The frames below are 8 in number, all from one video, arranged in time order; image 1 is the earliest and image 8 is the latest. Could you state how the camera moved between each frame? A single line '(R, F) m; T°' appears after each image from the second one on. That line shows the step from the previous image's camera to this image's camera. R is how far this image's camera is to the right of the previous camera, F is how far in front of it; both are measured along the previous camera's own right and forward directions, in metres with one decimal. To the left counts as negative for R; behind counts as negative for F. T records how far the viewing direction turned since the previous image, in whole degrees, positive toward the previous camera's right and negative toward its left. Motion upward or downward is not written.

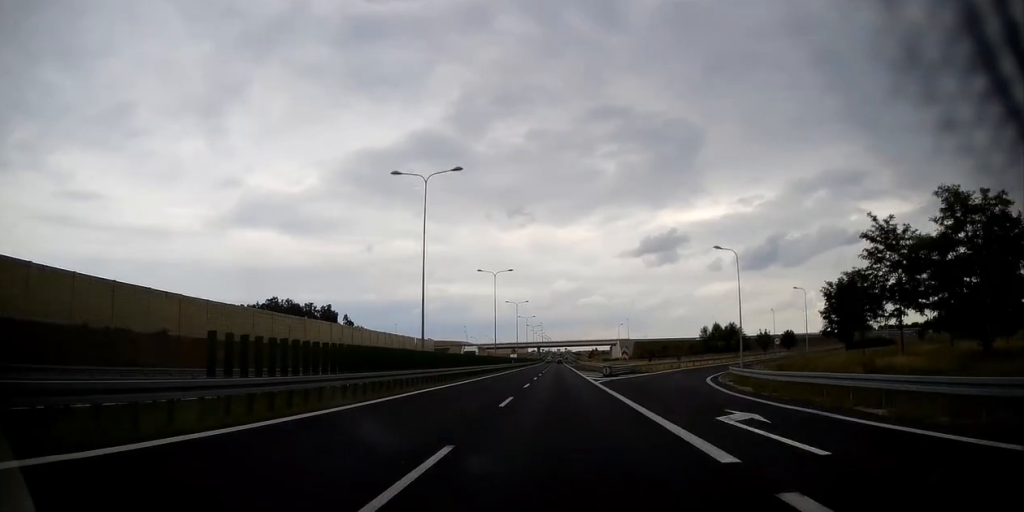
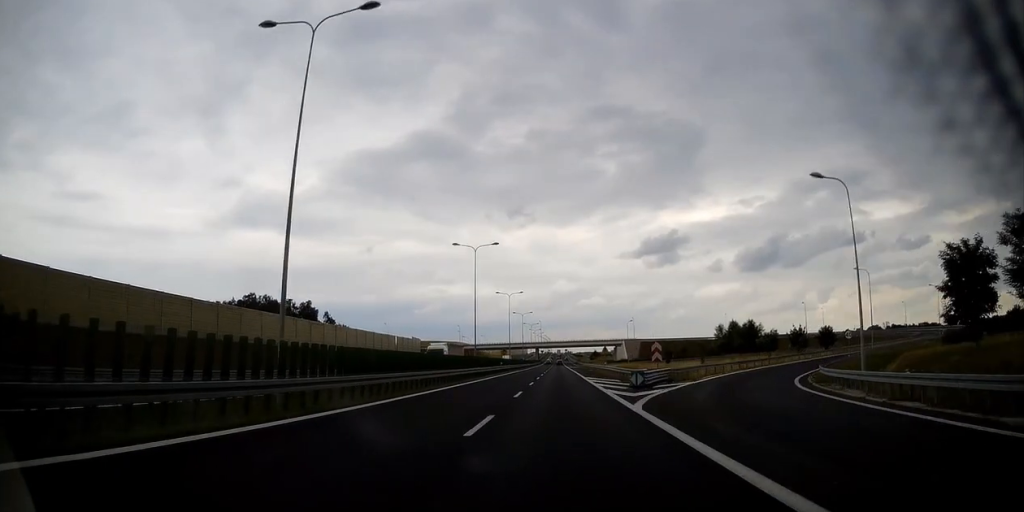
(+0.2, +18.3) m; 0°
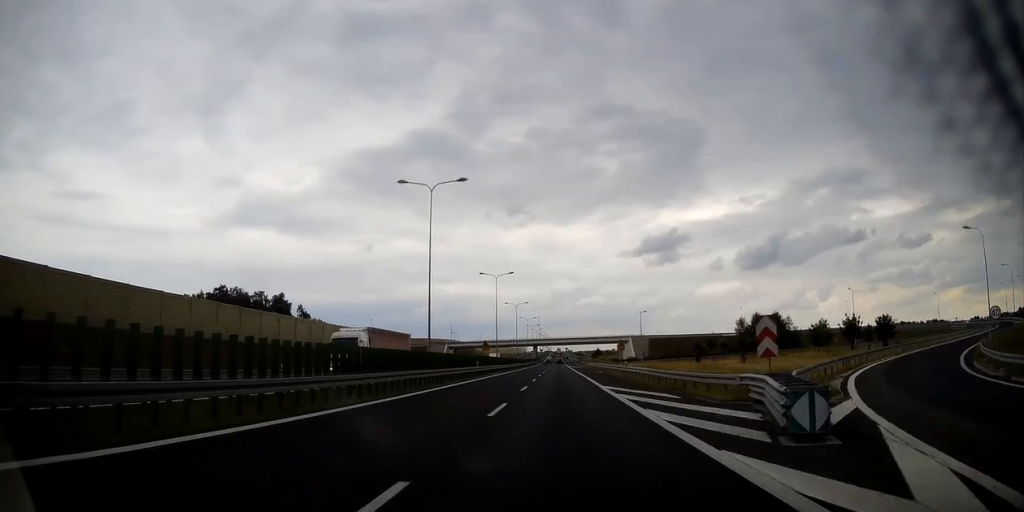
(-0.1, +20.4) m; 0°
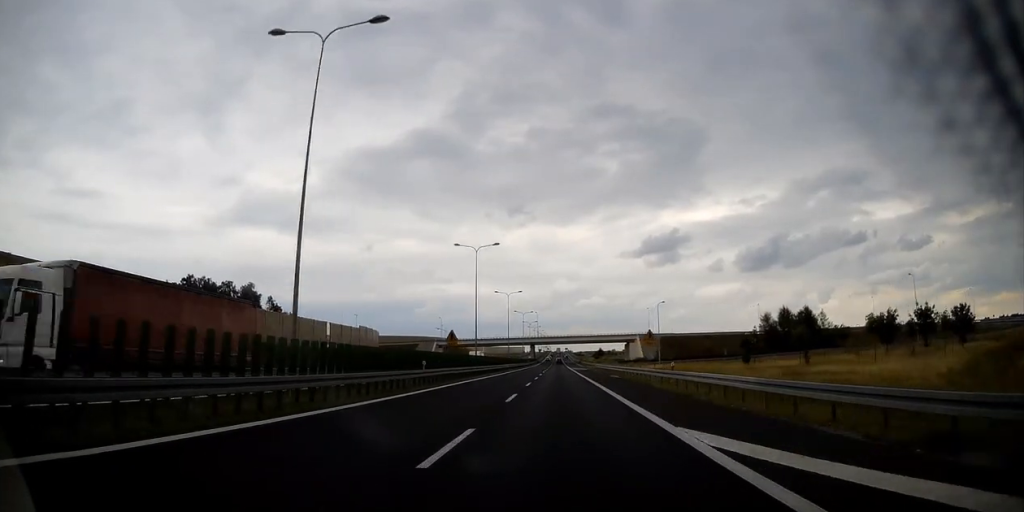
(-0.2, +19.2) m; 0°
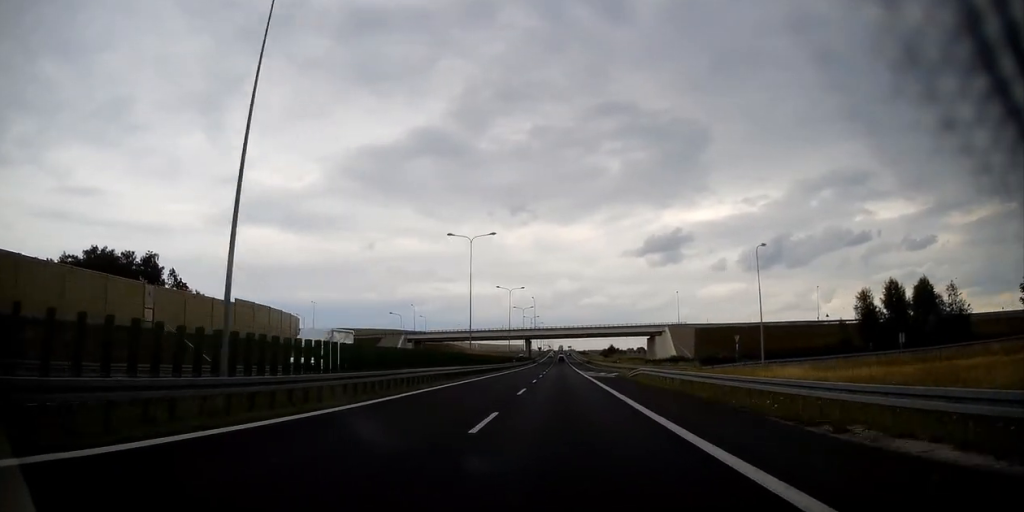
(+0.4, +44.5) m; 0°
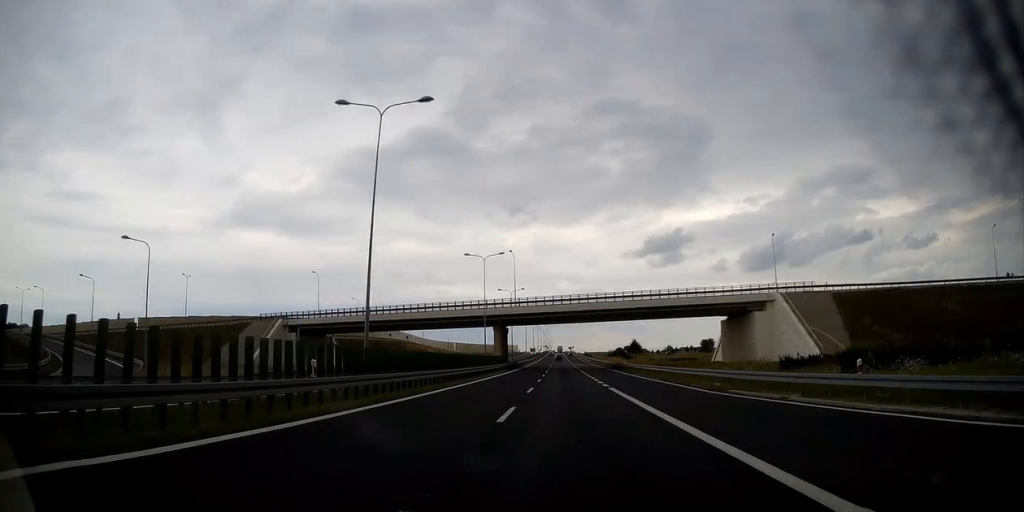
(-0.2, +69.0) m; 0°
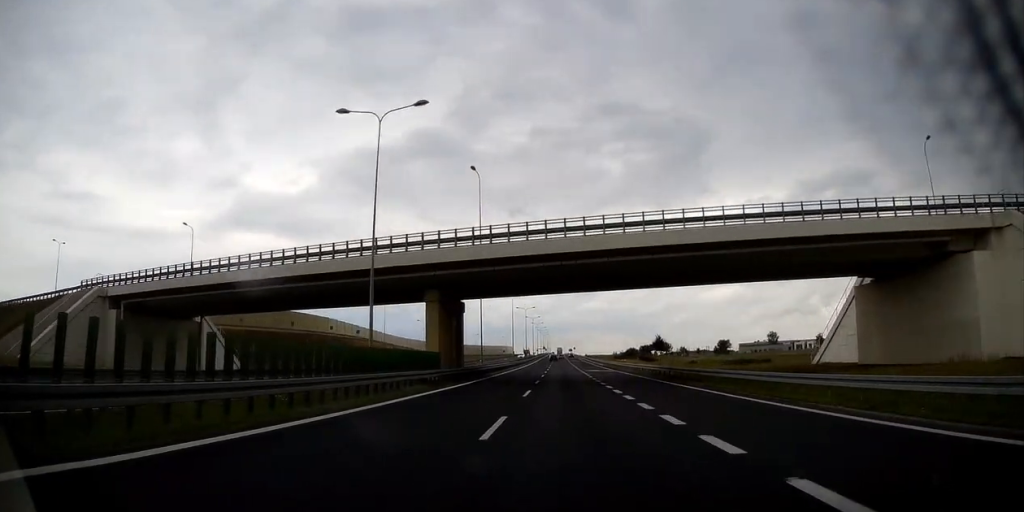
(0.0, +39.0) m; 0°
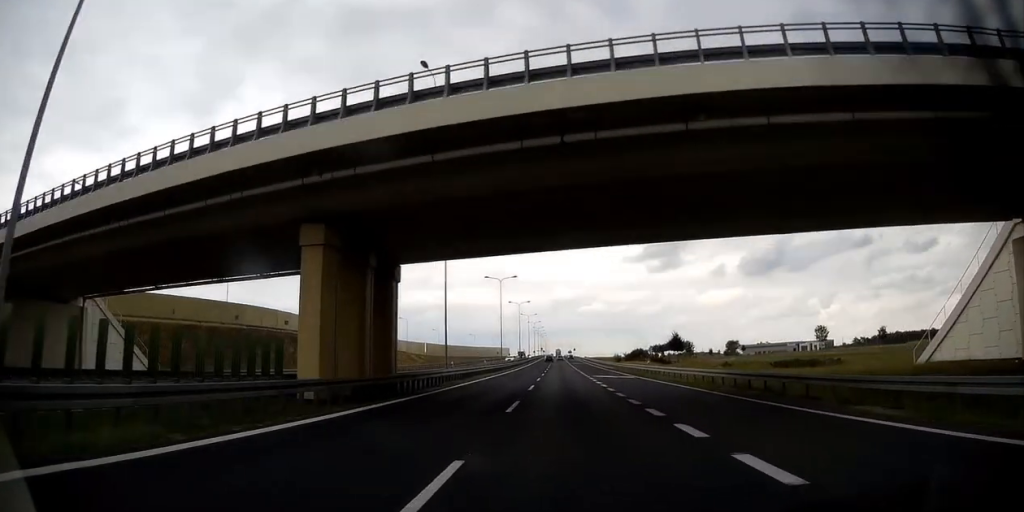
(-0.1, +18.4) m; 0°
